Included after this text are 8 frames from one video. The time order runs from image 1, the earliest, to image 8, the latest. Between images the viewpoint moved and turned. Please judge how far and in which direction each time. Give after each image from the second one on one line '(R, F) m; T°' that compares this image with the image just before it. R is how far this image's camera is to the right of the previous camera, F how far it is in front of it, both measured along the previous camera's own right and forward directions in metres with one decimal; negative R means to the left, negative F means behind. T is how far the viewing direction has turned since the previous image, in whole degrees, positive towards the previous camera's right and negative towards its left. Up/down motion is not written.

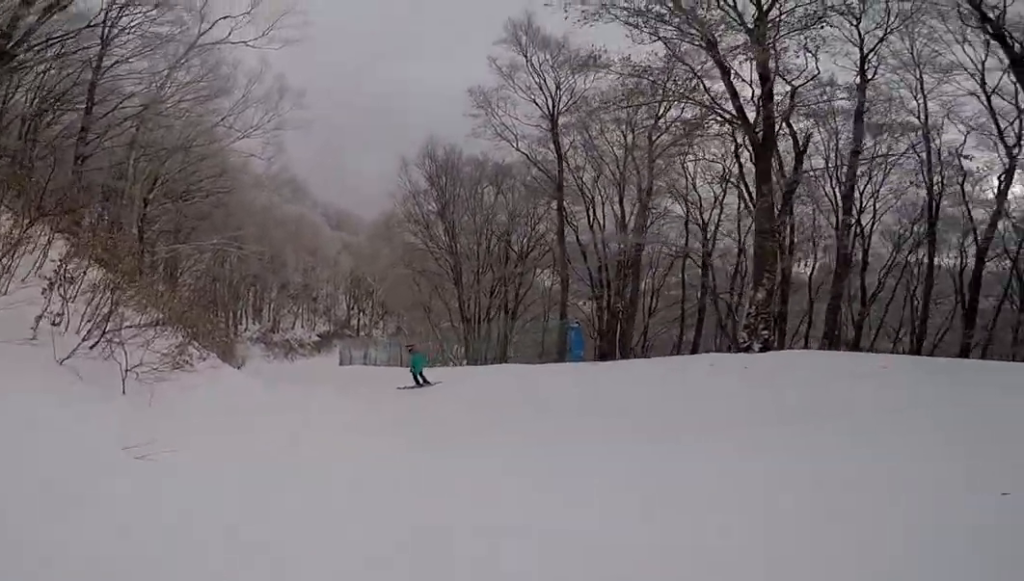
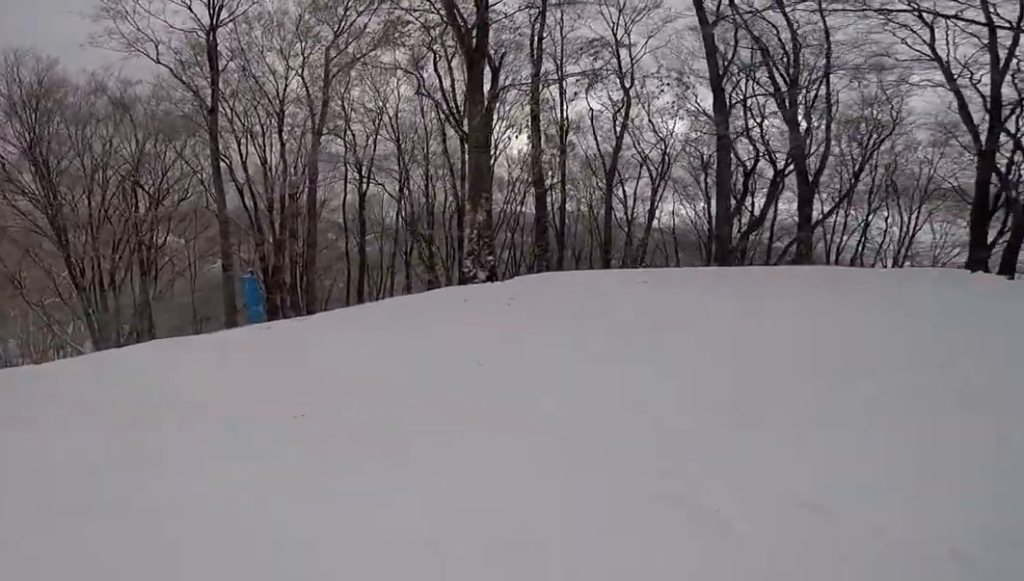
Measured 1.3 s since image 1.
(+1.5, +2.1) m; +37°
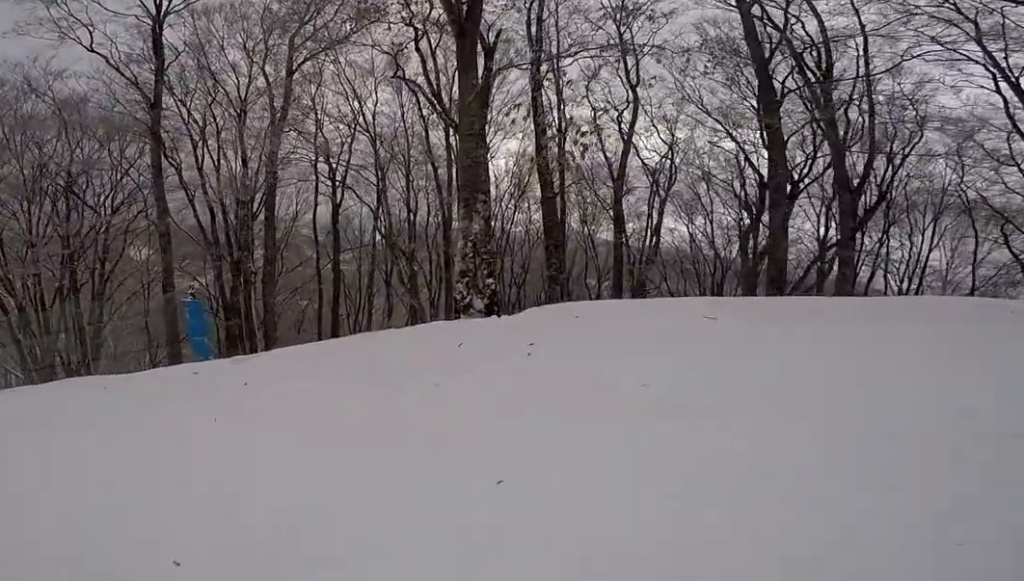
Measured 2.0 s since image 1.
(-0.1, +1.6) m; -12°
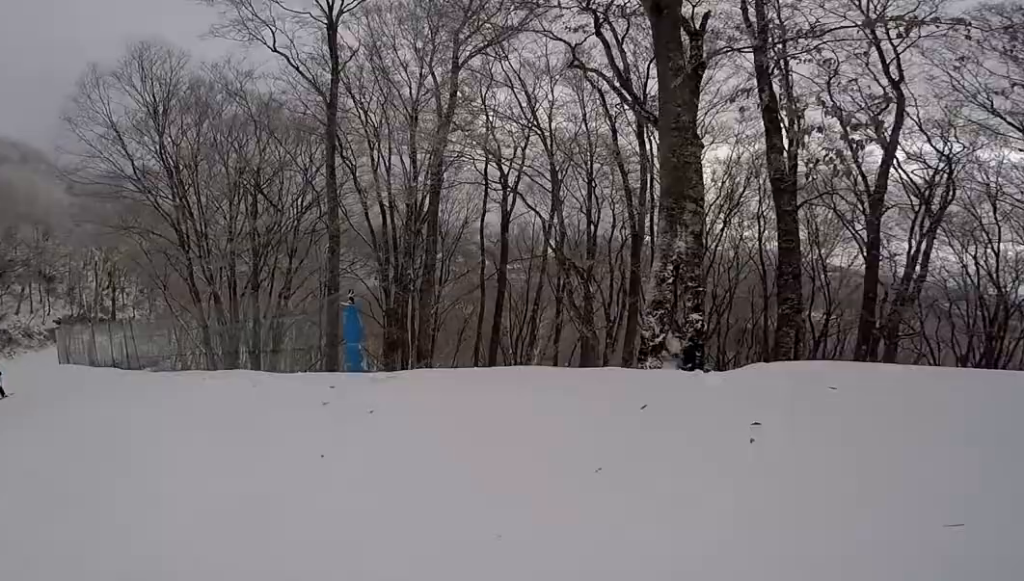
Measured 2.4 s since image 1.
(-0.3, +1.1) m; -14°
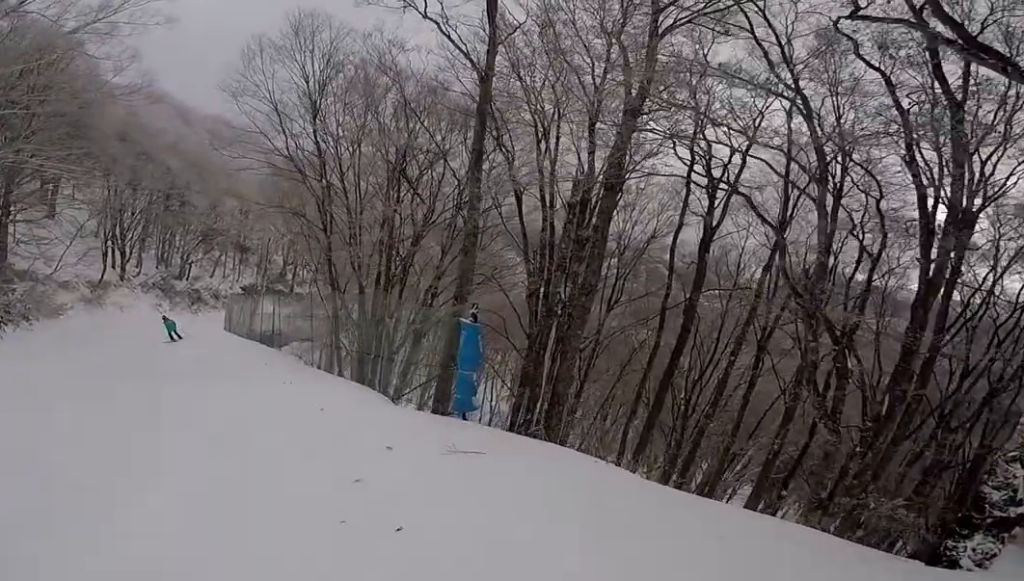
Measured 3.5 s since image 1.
(-0.4, +3.2) m; -7°
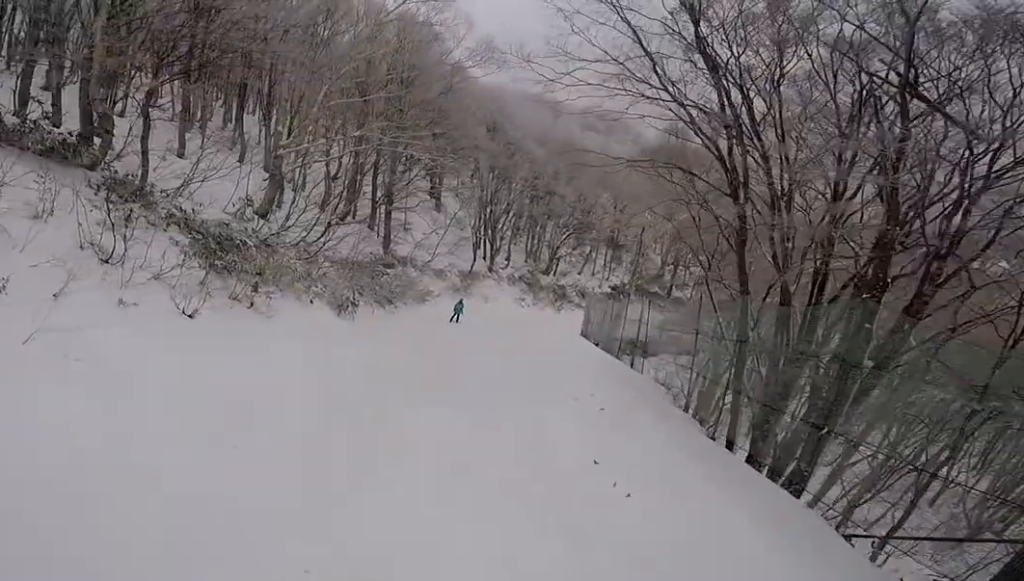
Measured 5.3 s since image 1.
(-2.7, +4.2) m; -59°
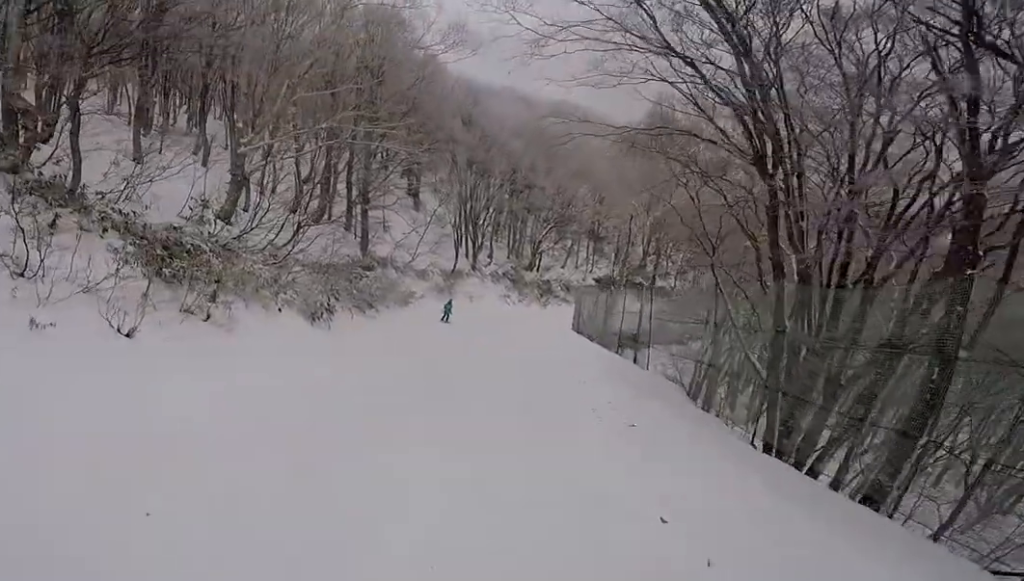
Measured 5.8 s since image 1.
(-0.2, +1.8) m; -1°
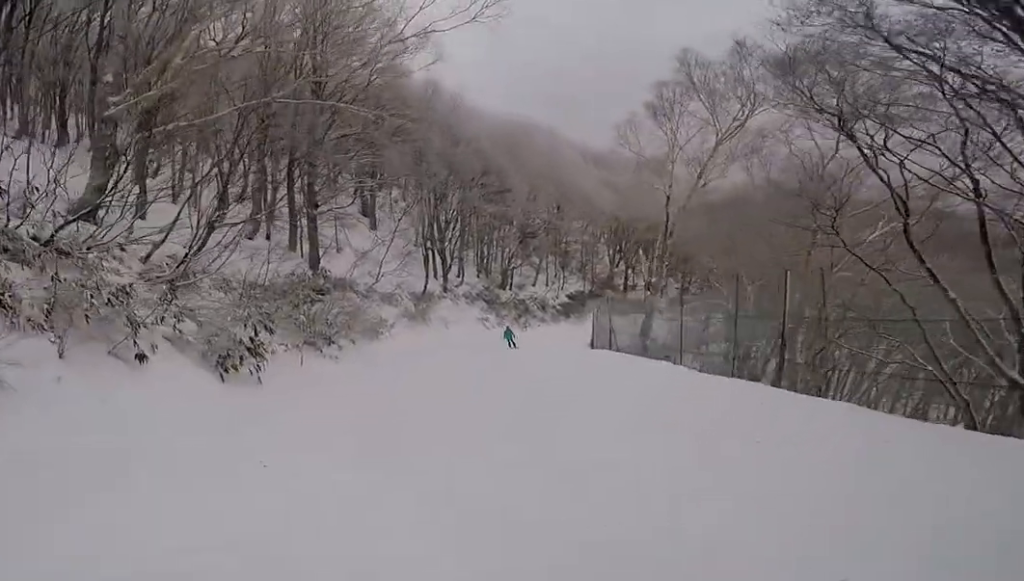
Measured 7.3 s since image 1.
(+3.0, +7.2) m; +22°
